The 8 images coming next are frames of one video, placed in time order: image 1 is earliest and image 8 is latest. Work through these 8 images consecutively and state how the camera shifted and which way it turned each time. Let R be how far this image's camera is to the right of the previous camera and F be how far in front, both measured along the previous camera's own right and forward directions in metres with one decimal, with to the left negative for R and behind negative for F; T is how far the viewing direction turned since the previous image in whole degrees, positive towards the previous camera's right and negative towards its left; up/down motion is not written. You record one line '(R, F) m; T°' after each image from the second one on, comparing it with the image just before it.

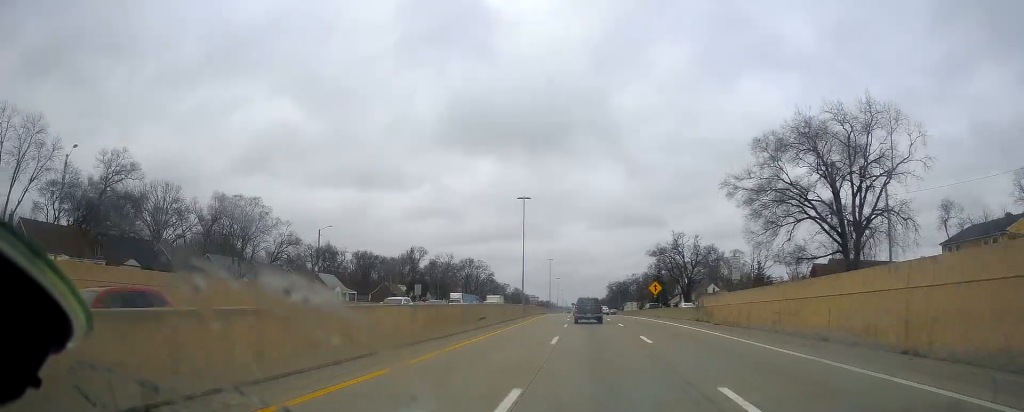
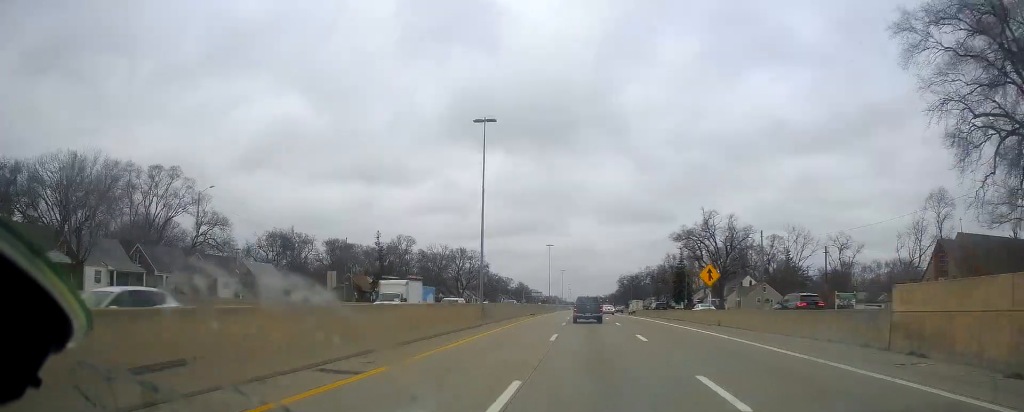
(-0.1, +29.5) m; 0°
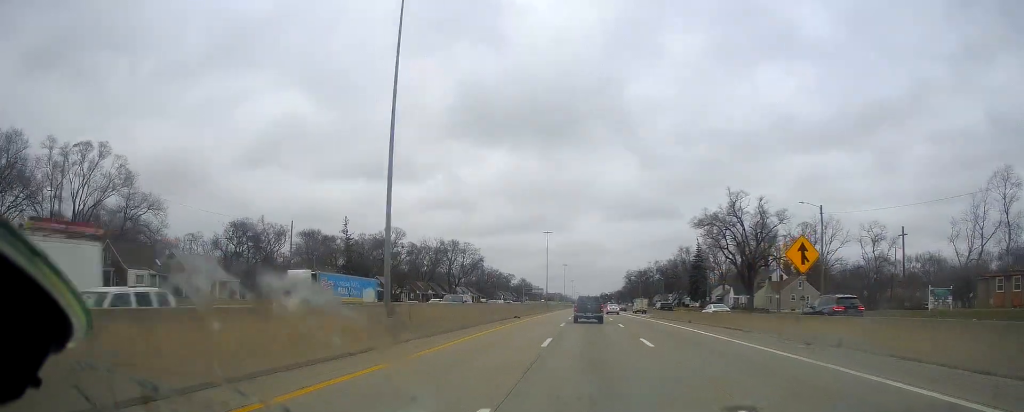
(0.0, +18.9) m; 0°
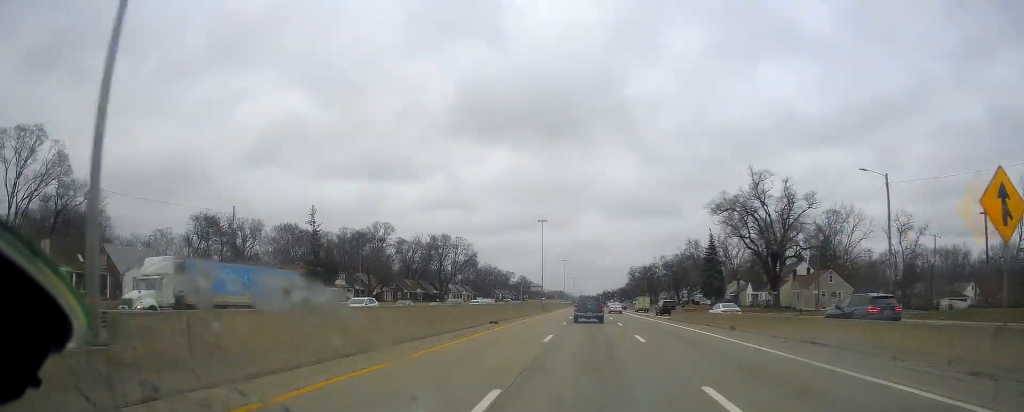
(0.0, +13.6) m; 0°
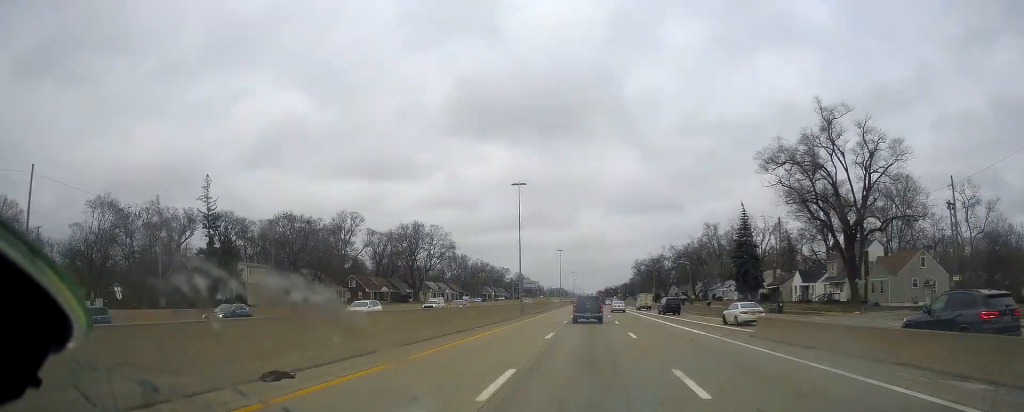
(0.0, +28.0) m; 0°
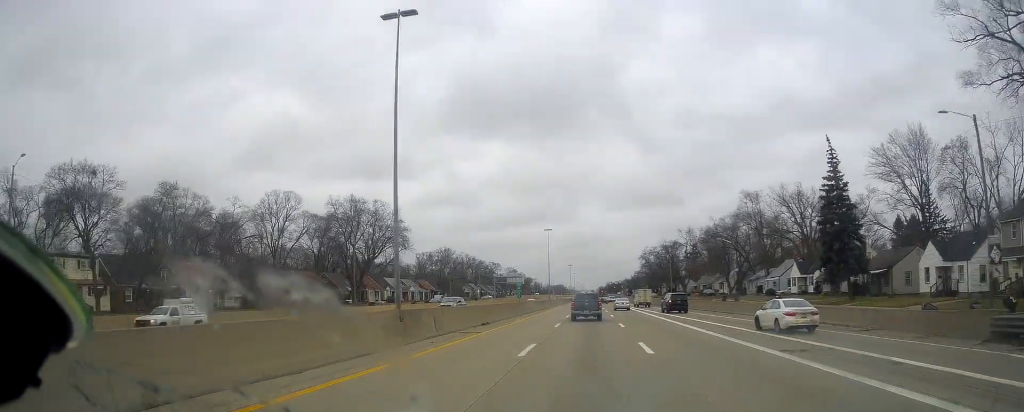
(0.0, +39.0) m; -1°
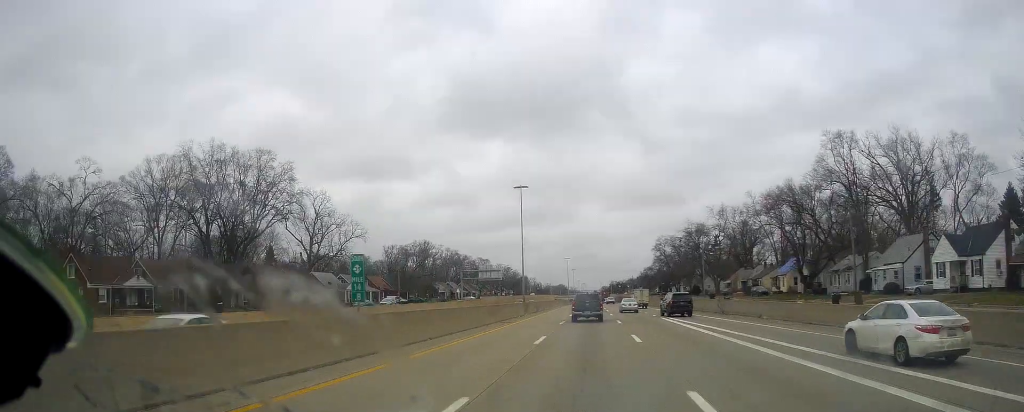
(-0.7, +41.7) m; -1°
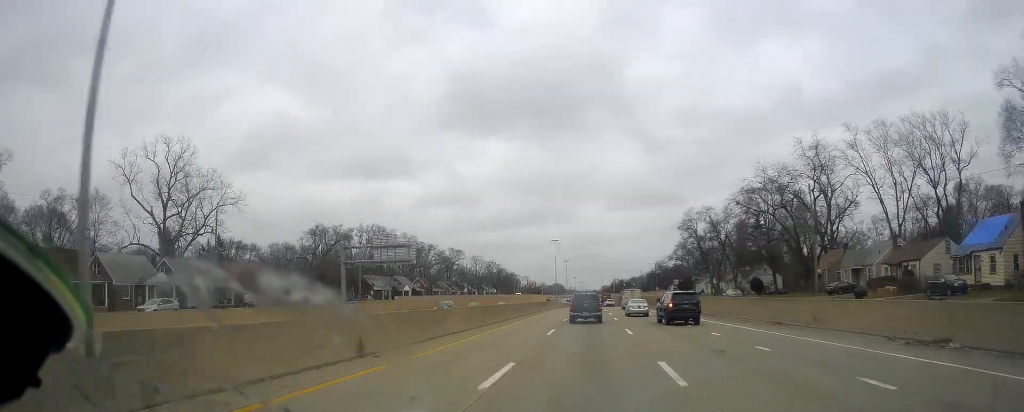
(+0.7, +56.1) m; +1°
